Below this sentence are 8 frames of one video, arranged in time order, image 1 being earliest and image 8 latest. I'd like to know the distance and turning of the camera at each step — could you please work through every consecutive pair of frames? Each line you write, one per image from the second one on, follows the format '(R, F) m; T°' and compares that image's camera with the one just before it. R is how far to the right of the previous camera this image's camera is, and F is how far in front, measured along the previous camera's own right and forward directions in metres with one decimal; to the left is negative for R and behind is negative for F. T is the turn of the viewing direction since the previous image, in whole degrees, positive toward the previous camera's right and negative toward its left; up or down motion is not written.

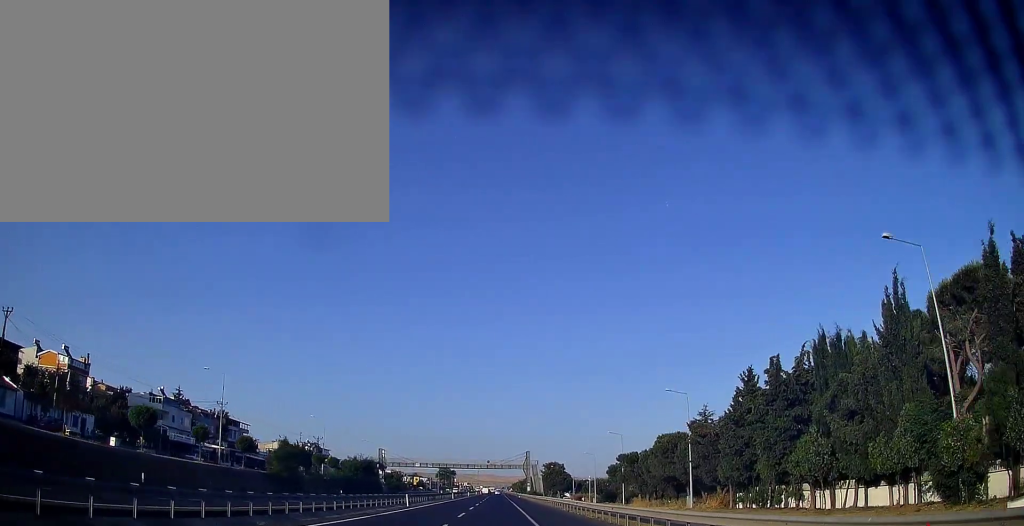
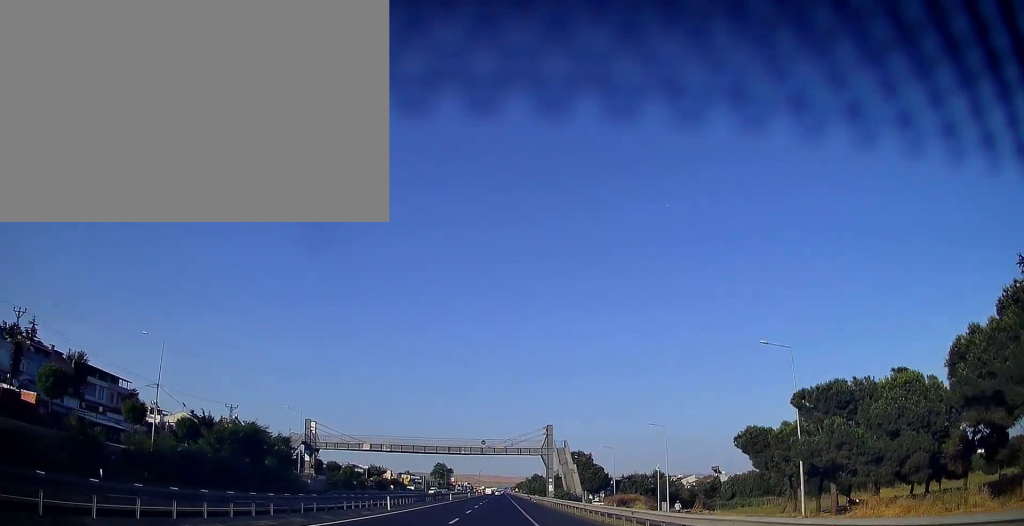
(+0.1, +54.8) m; -1°
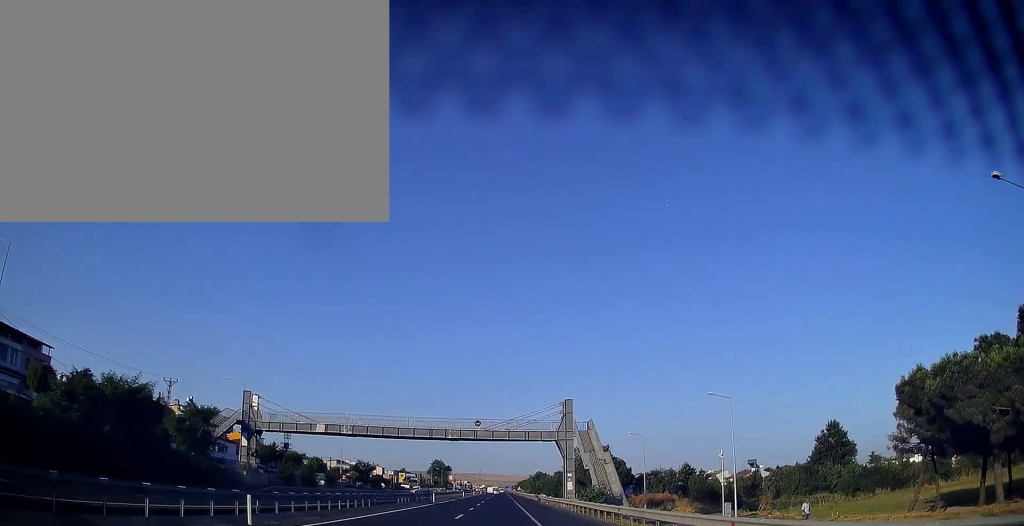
(-0.2, +21.5) m; 0°
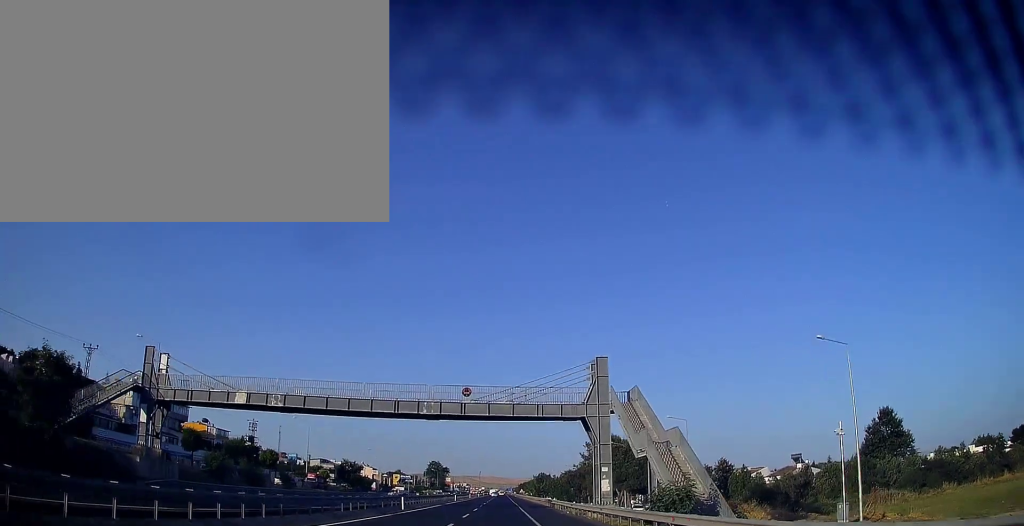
(-0.1, +19.6) m; +1°
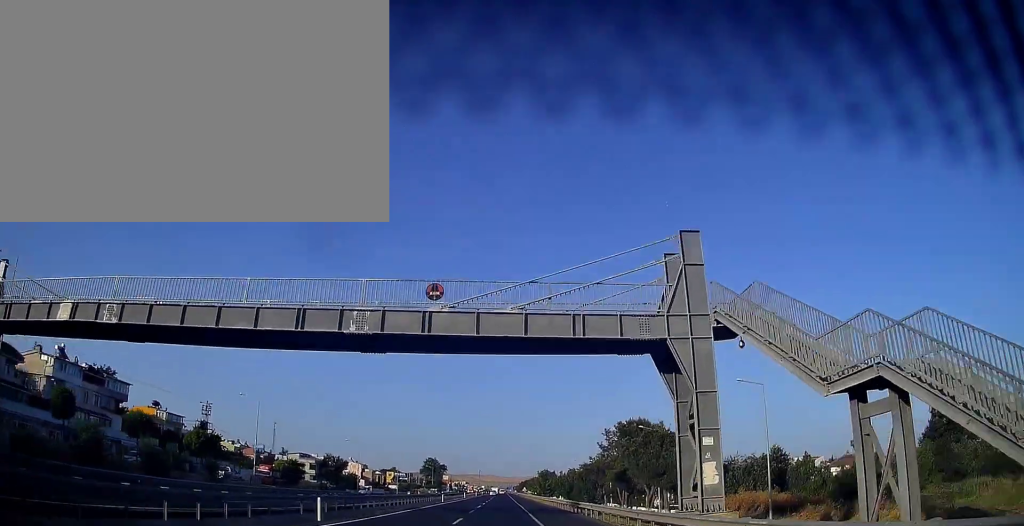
(+0.5, +18.6) m; 0°
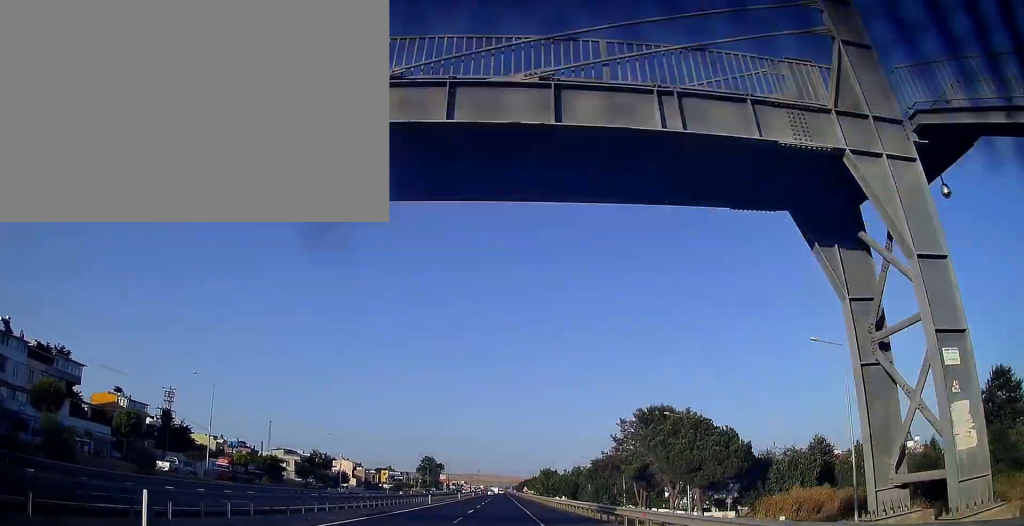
(0.0, +12.7) m; 0°
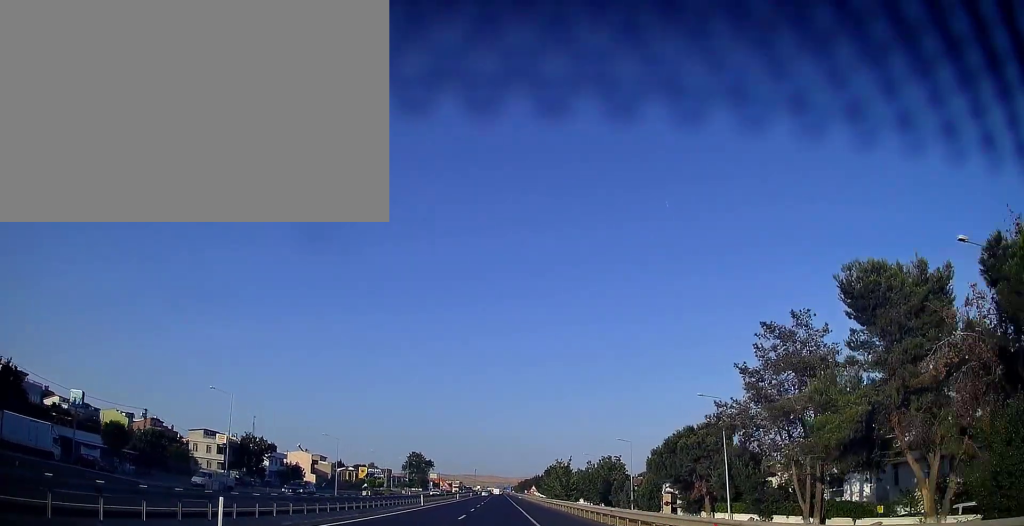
(-0.8, +43.2) m; 0°
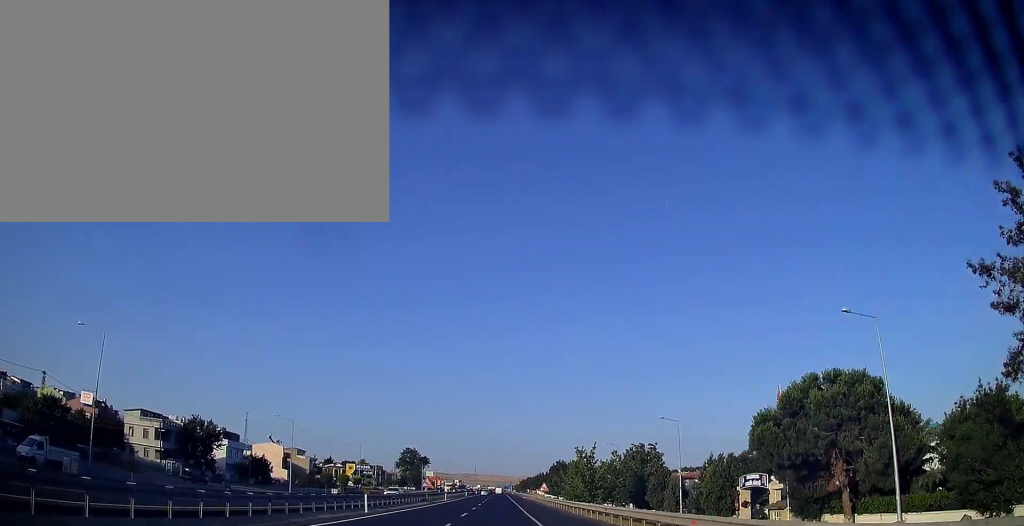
(+0.3, +22.6) m; +1°
